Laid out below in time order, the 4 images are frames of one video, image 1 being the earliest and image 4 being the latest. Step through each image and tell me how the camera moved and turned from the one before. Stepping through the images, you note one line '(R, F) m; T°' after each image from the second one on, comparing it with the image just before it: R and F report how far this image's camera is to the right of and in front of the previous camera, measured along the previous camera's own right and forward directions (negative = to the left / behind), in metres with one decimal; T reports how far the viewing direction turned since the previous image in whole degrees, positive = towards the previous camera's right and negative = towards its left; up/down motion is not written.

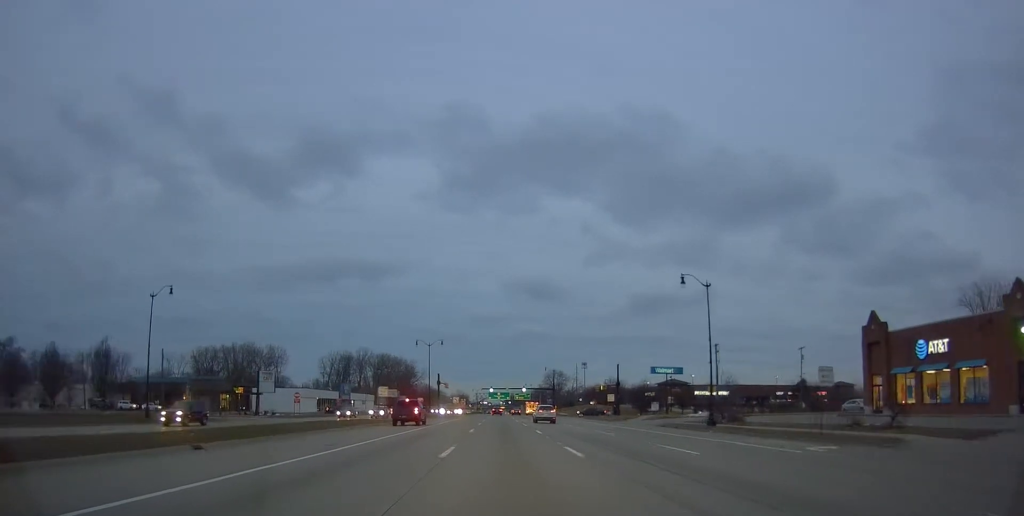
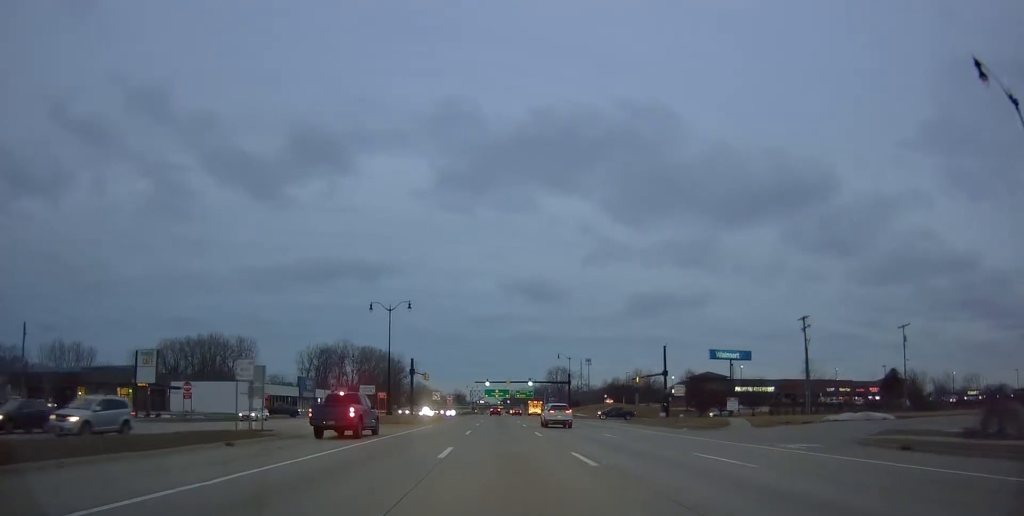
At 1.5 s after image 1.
(+0.1, +30.7) m; +1°
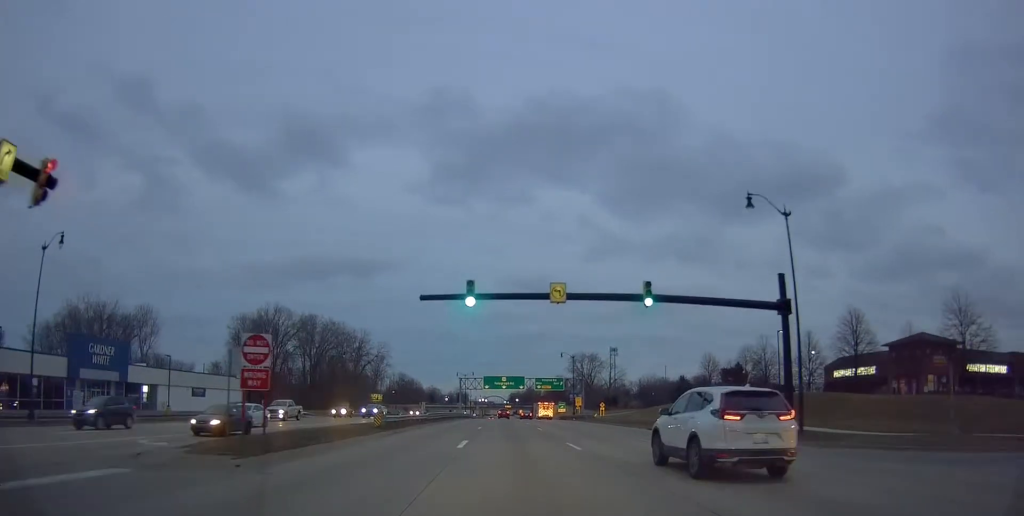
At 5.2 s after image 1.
(-0.3, +77.4) m; -1°
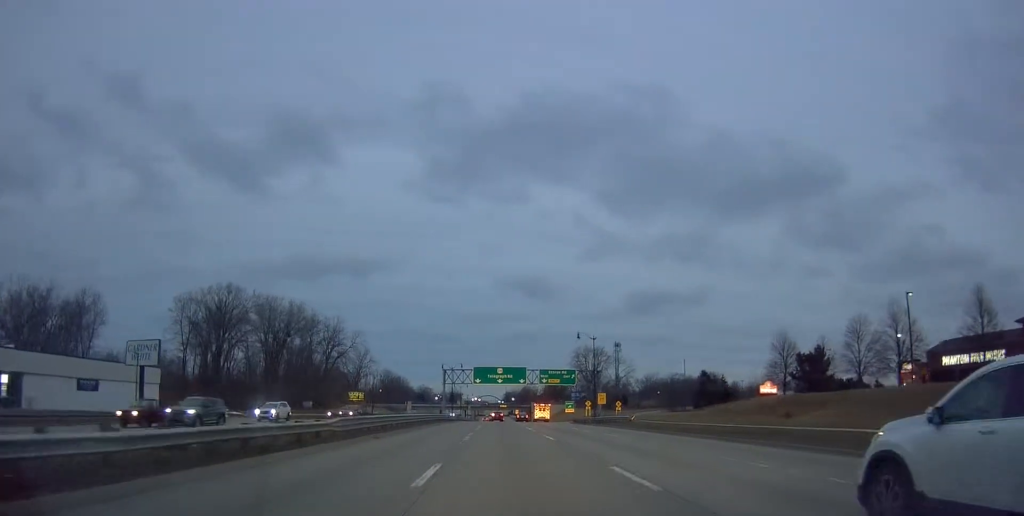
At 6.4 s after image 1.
(+0.8, +25.3) m; +2°
